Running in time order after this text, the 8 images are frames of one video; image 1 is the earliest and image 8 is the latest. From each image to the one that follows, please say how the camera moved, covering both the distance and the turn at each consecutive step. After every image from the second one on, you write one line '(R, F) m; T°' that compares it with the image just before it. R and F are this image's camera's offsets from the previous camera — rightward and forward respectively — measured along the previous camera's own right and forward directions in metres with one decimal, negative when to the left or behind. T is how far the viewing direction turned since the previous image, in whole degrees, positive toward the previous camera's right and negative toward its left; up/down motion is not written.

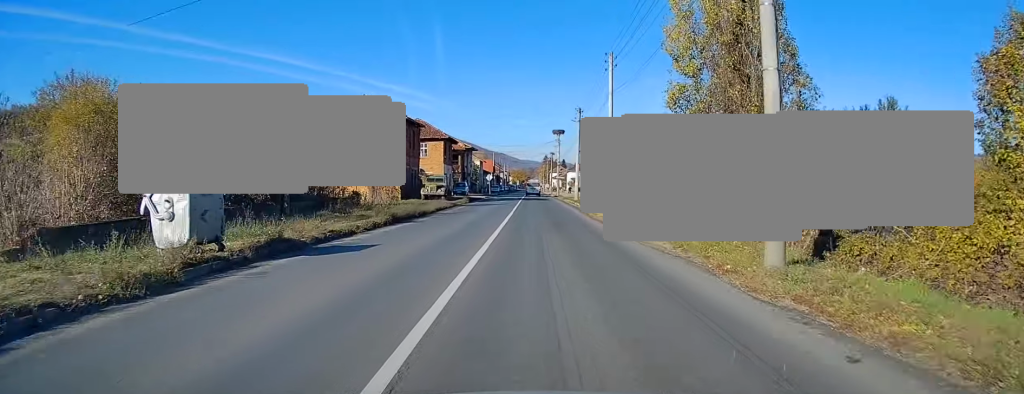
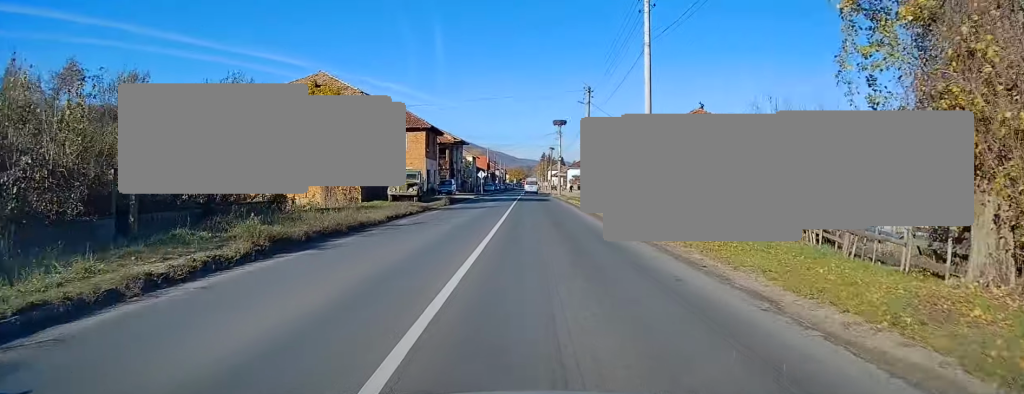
(0.0, +10.9) m; +1°
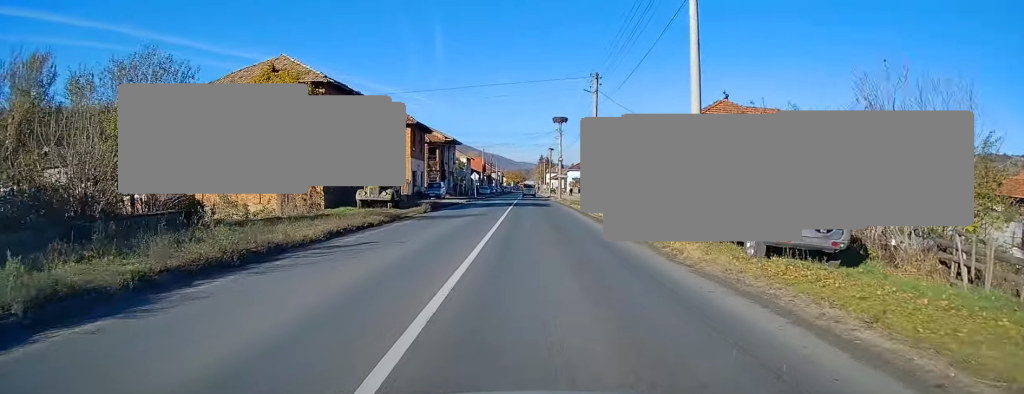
(-0.1, +6.5) m; +1°
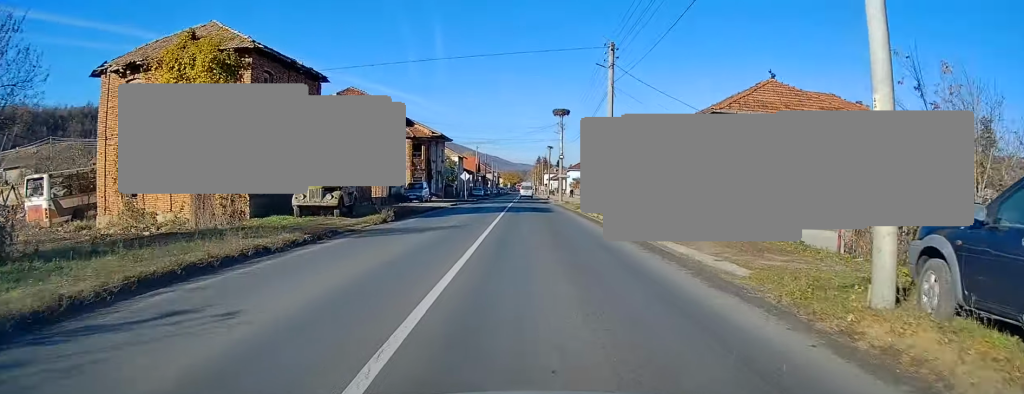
(+0.2, +8.4) m; 0°
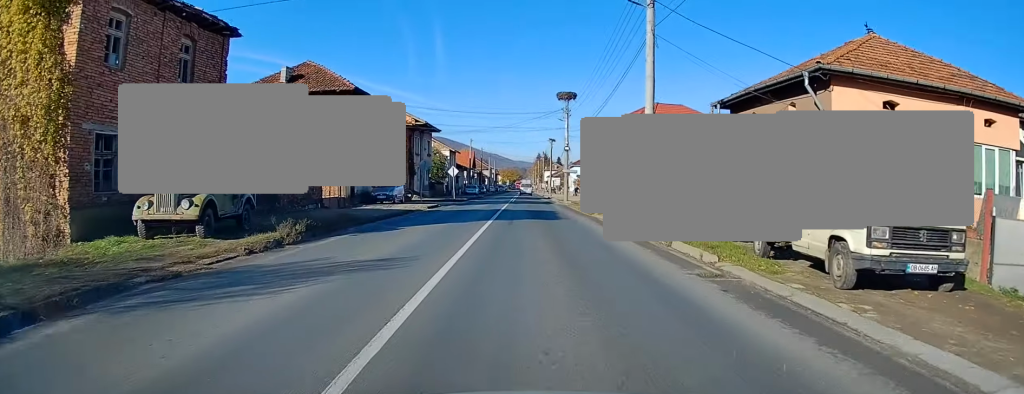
(+0.1, +10.2) m; 0°
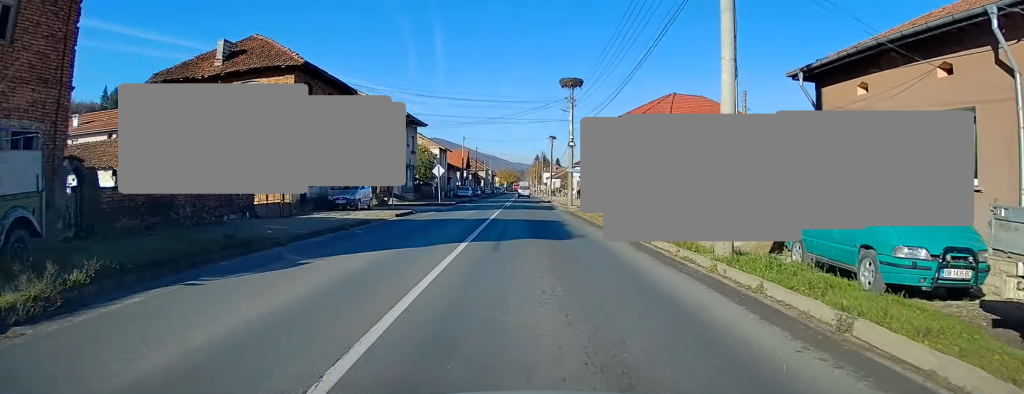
(-0.2, +8.3) m; -1°
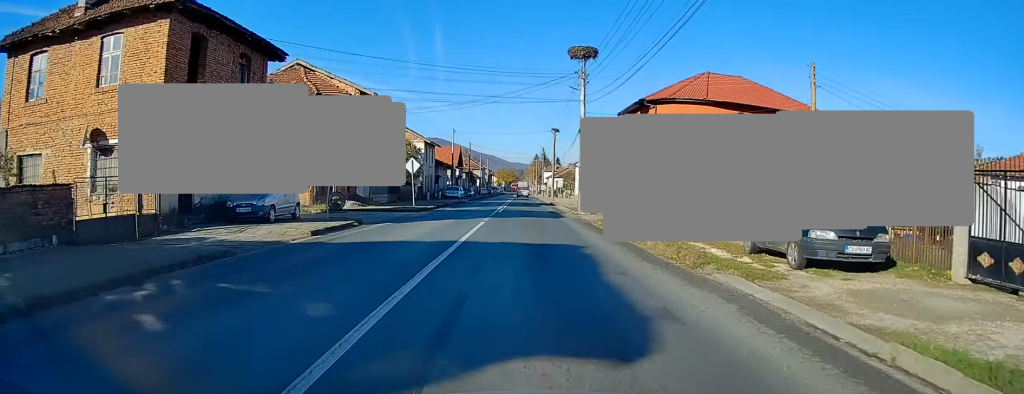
(-0.1, +10.8) m; 0°
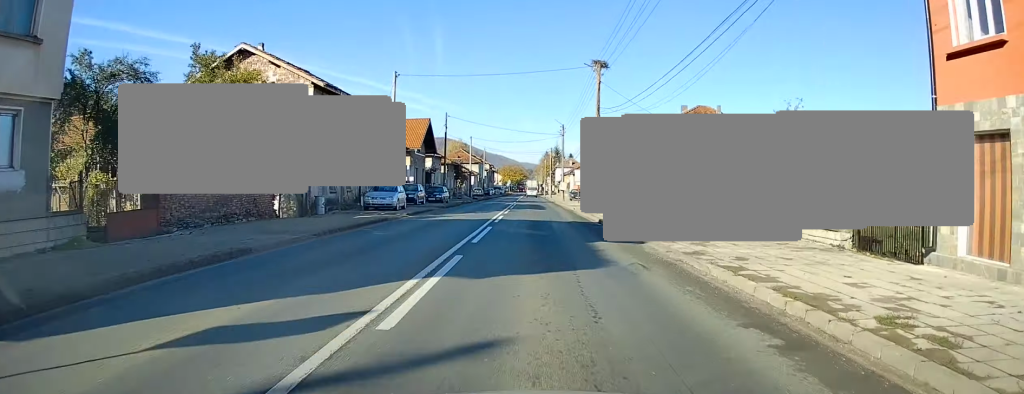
(+0.1, +37.7) m; 0°
